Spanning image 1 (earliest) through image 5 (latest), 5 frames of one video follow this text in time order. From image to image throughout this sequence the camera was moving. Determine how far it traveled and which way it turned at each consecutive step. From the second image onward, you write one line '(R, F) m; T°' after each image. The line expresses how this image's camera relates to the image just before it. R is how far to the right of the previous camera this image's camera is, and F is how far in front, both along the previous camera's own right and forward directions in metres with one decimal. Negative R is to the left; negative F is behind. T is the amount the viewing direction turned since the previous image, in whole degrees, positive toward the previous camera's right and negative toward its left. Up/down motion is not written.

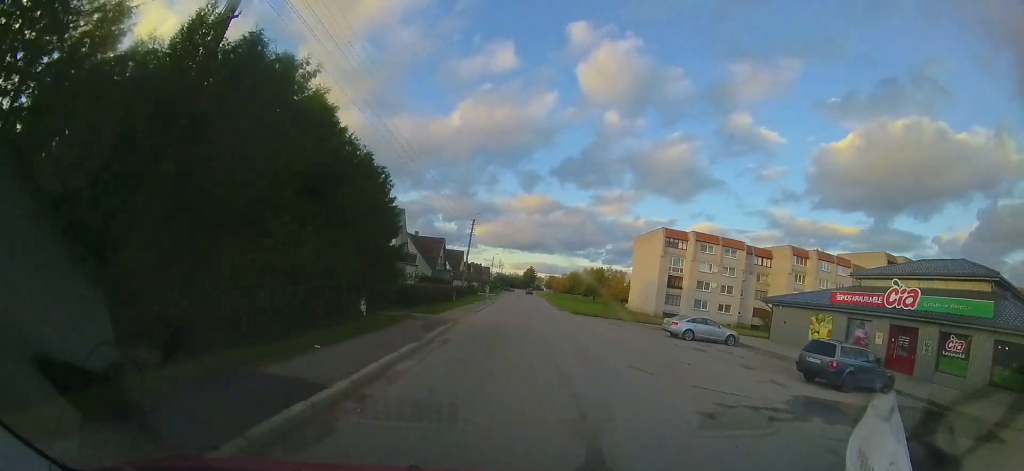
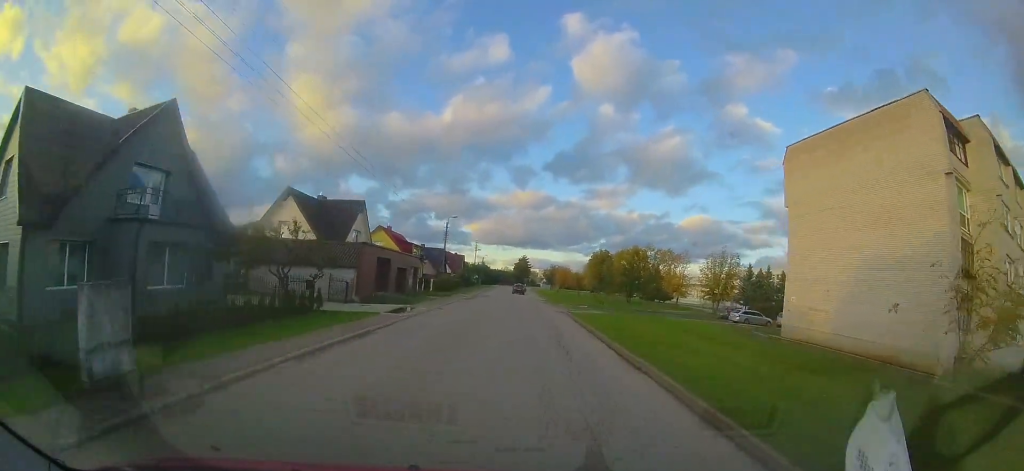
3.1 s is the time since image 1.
(-0.7, +38.0) m; -2°
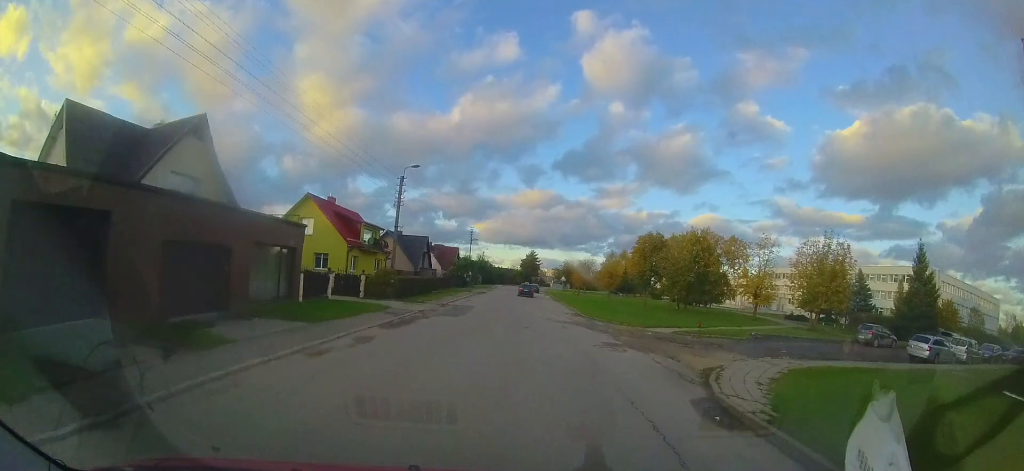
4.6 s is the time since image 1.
(+0.3, +16.6) m; +1°
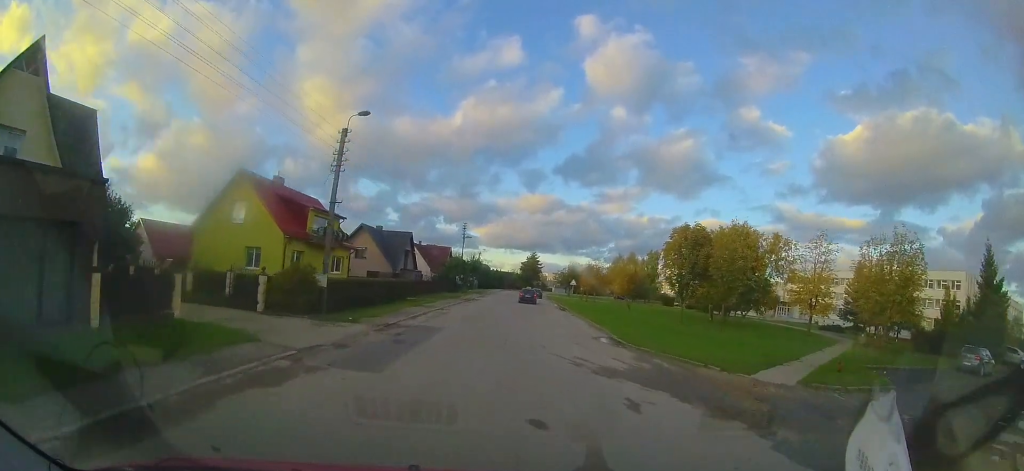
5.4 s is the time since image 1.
(0.0, +7.7) m; 0°
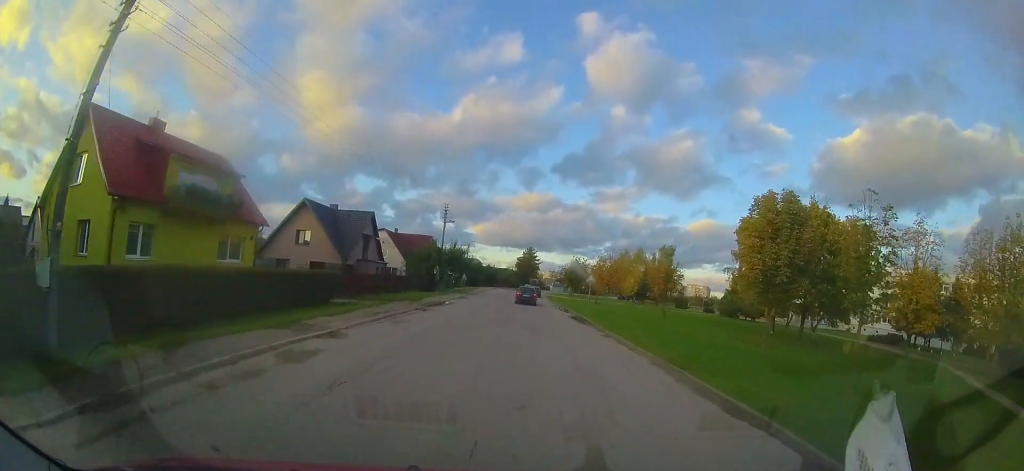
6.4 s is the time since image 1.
(+0.1, +9.6) m; +1°
